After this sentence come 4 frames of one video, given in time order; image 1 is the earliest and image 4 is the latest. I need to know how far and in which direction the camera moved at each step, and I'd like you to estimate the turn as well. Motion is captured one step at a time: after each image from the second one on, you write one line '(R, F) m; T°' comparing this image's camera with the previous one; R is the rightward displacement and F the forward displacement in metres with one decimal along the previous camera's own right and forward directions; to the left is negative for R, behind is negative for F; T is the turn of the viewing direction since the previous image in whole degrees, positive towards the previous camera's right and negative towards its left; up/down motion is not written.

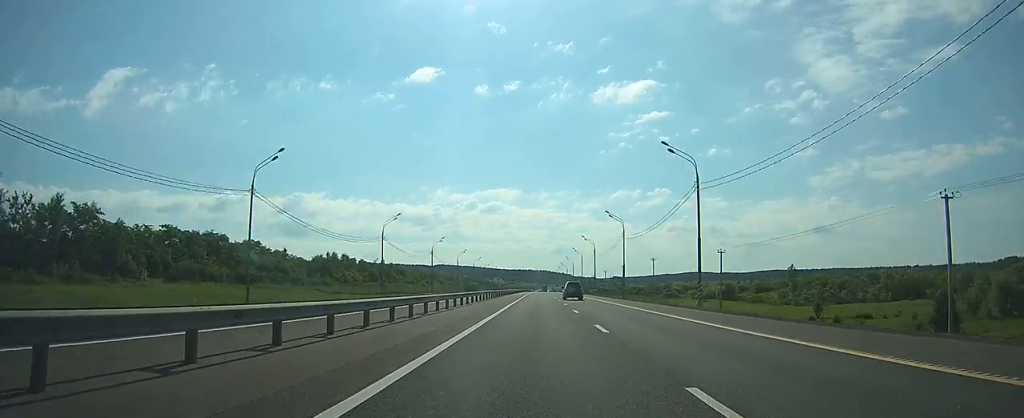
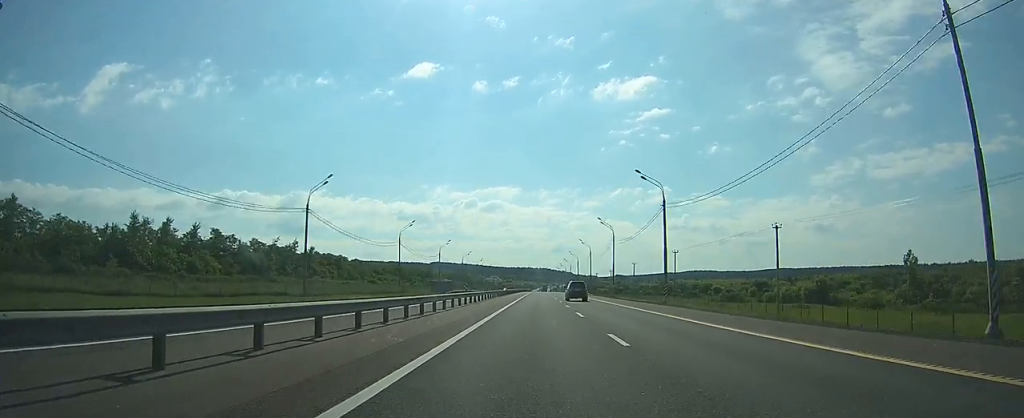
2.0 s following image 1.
(+0.1, +63.2) m; 0°
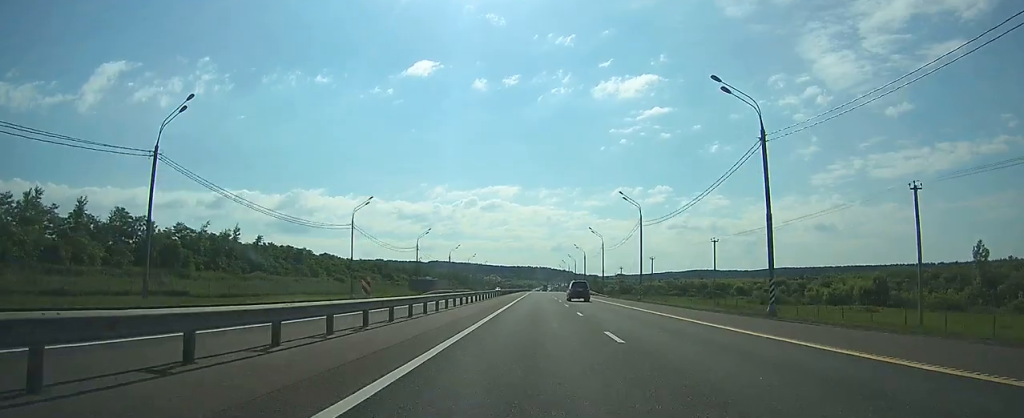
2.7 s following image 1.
(+0.1, +23.2) m; 0°
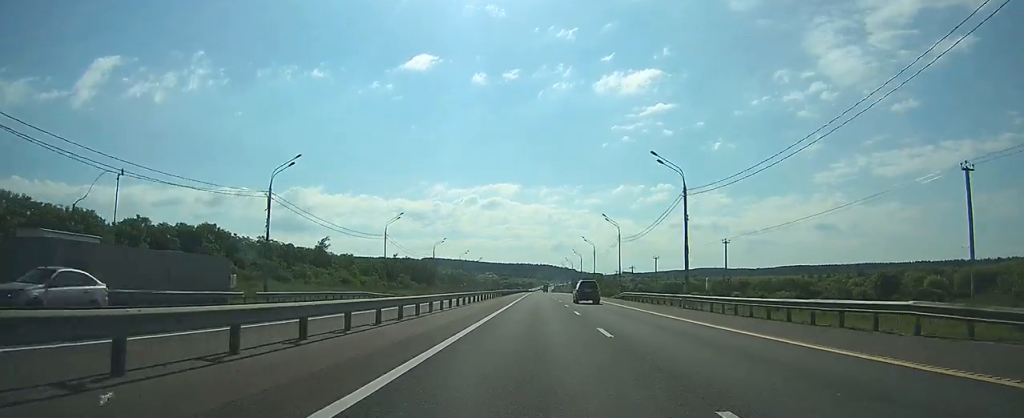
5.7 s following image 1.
(-1.0, +94.6) m; -1°
